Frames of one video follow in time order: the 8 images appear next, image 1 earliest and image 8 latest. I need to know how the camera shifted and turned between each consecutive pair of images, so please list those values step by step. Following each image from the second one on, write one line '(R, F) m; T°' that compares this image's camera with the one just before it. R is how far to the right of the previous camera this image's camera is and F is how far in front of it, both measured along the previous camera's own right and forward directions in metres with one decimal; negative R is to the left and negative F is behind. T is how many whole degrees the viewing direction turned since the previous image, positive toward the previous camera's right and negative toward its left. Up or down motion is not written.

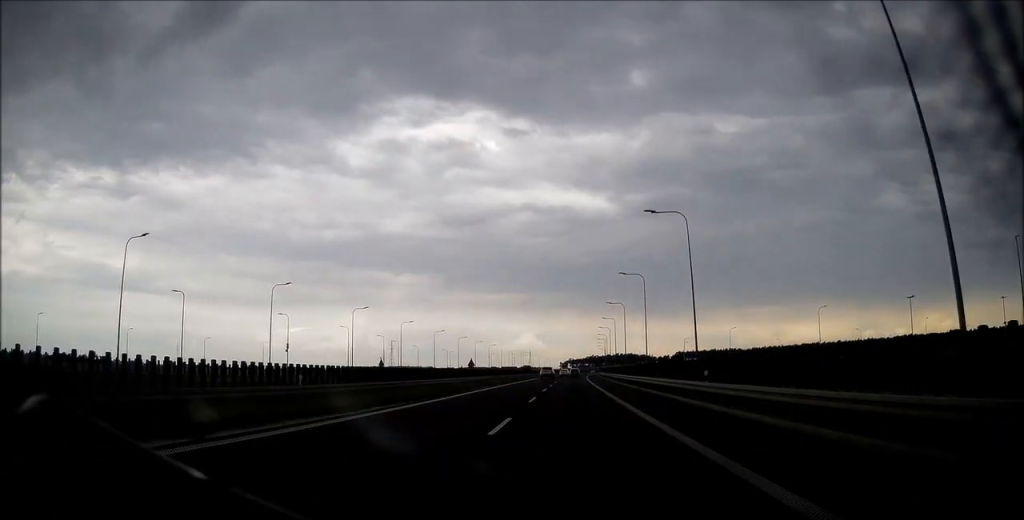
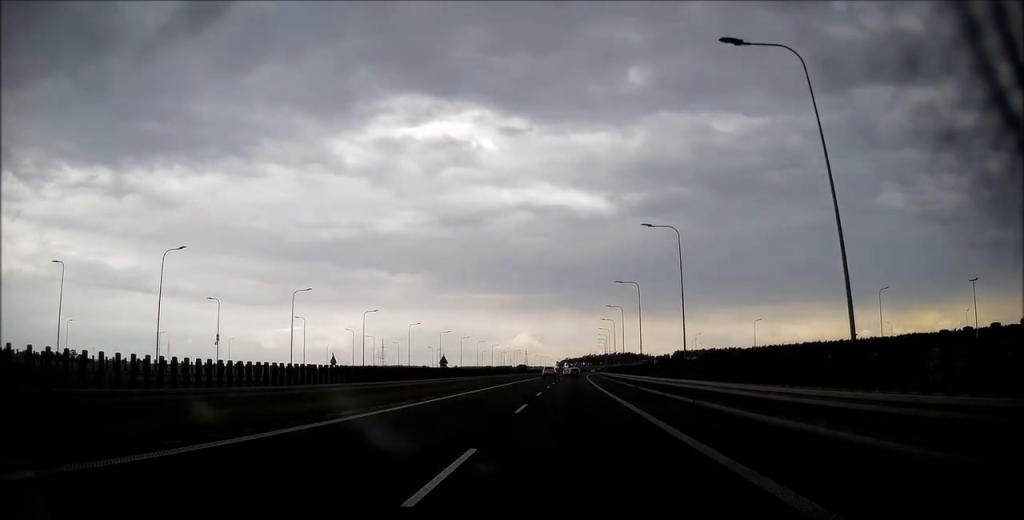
(0.0, +18.3) m; 0°
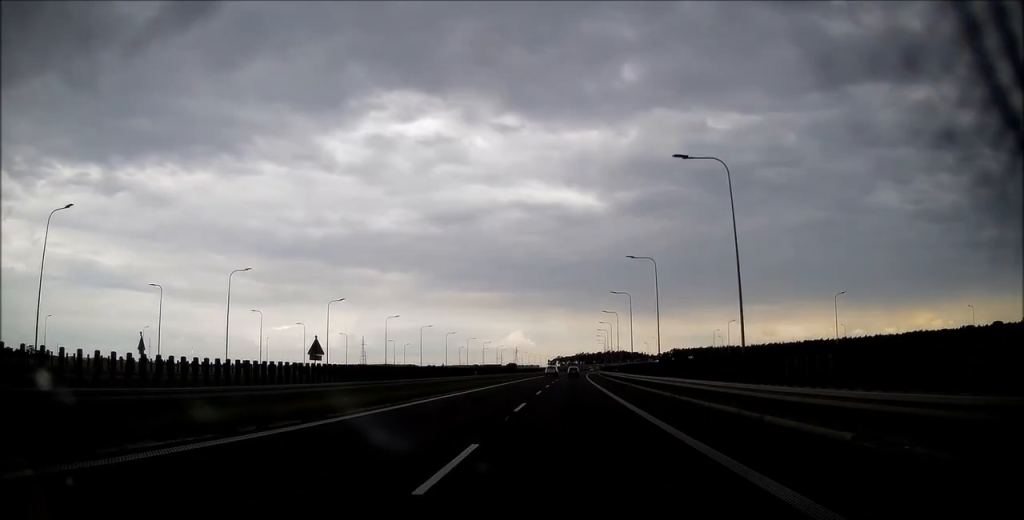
(+0.2, +35.4) m; +1°
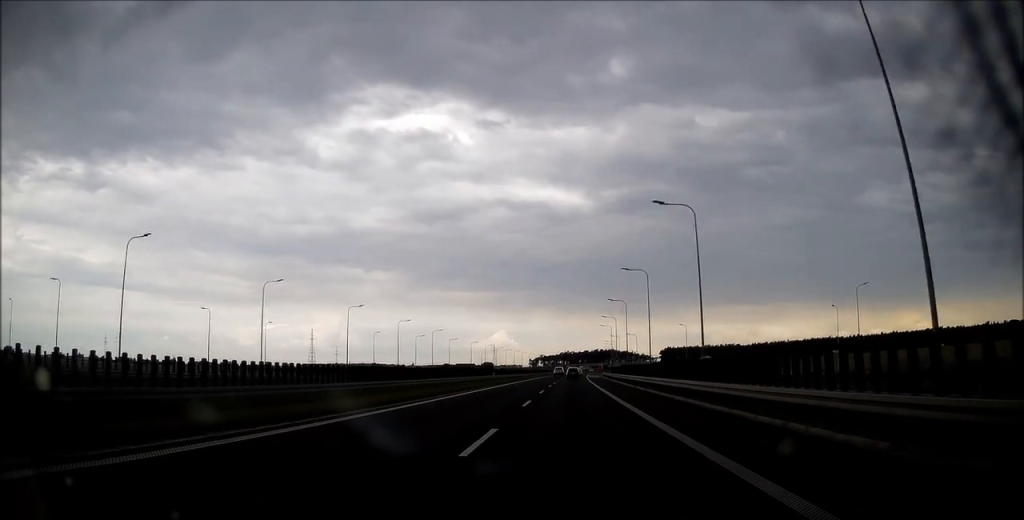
(+1.0, +80.9) m; +2°
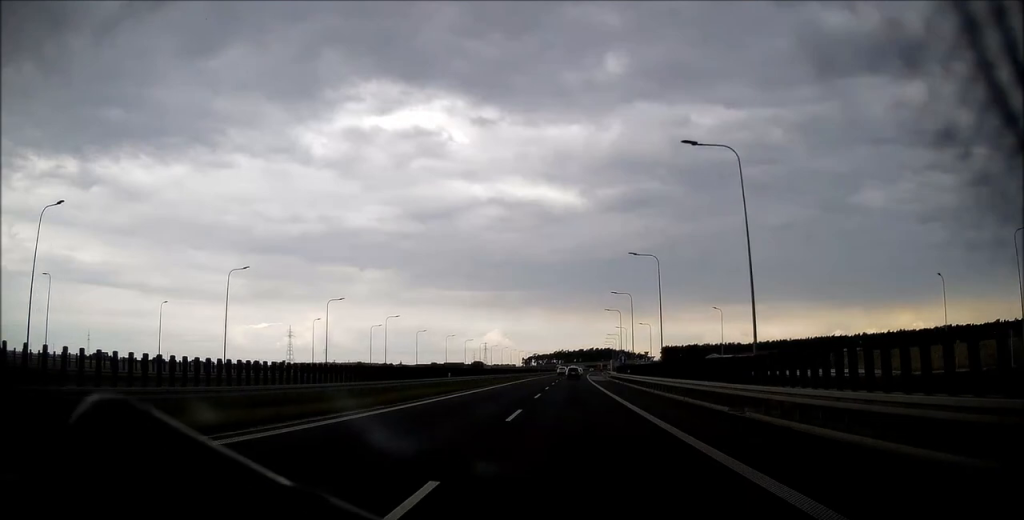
(+0.2, +29.6) m; +1°
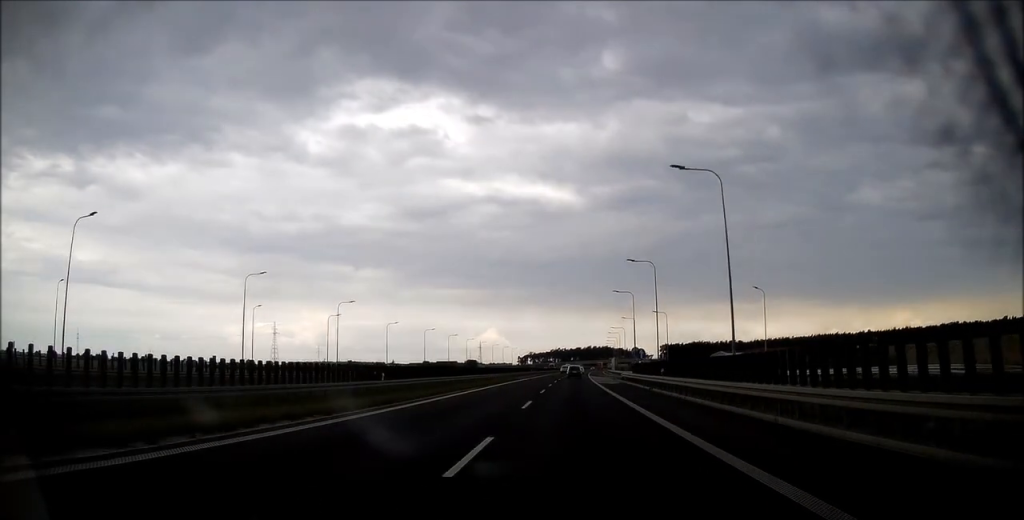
(0.0, +19.8) m; 0°
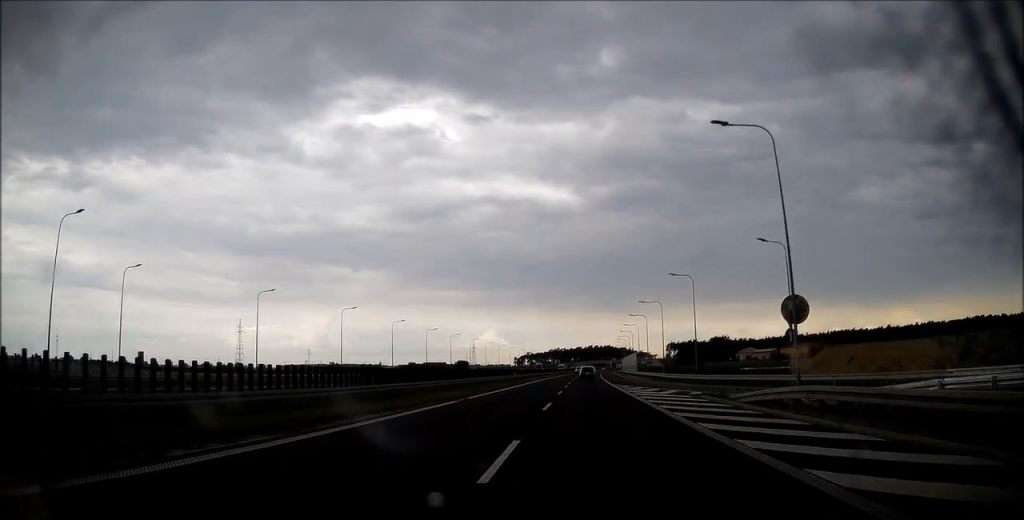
(+0.4, +48.3) m; 0°
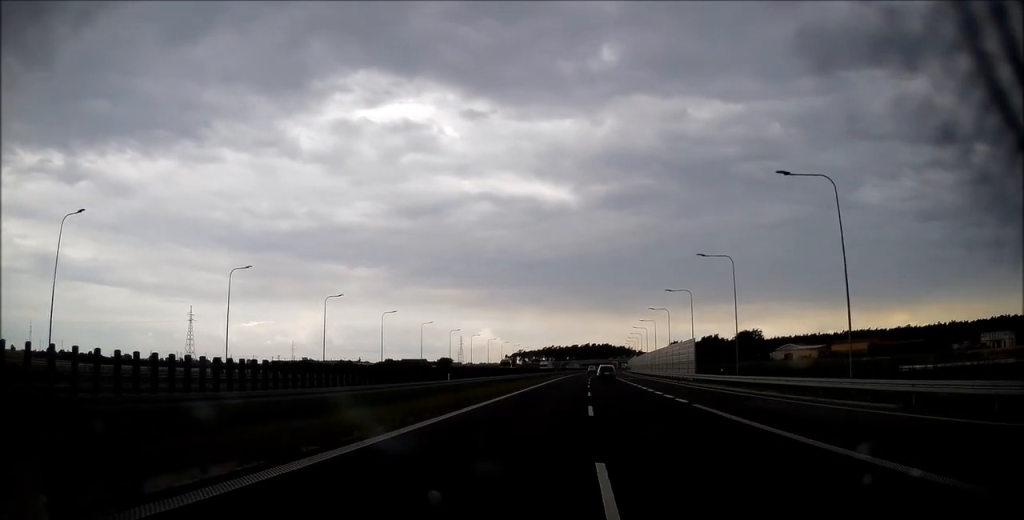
(-0.2, +50.5) m; 0°
